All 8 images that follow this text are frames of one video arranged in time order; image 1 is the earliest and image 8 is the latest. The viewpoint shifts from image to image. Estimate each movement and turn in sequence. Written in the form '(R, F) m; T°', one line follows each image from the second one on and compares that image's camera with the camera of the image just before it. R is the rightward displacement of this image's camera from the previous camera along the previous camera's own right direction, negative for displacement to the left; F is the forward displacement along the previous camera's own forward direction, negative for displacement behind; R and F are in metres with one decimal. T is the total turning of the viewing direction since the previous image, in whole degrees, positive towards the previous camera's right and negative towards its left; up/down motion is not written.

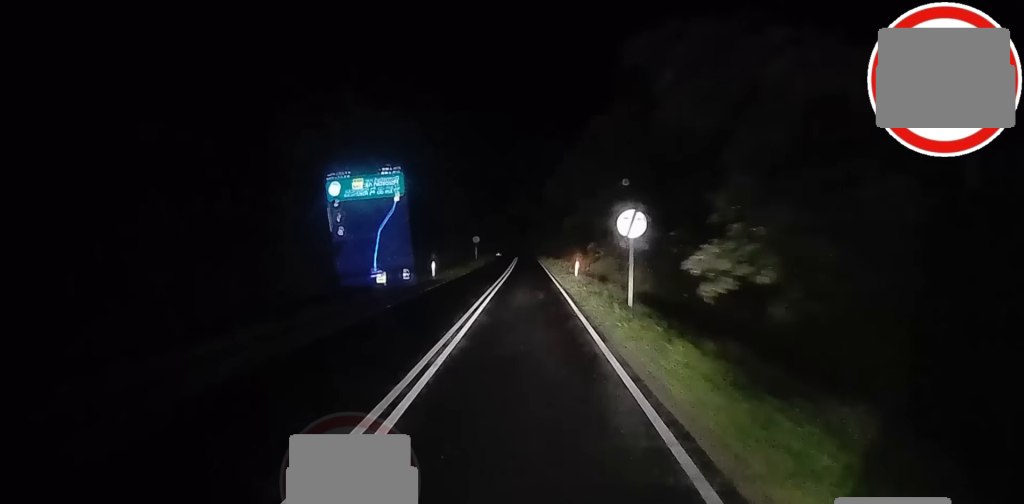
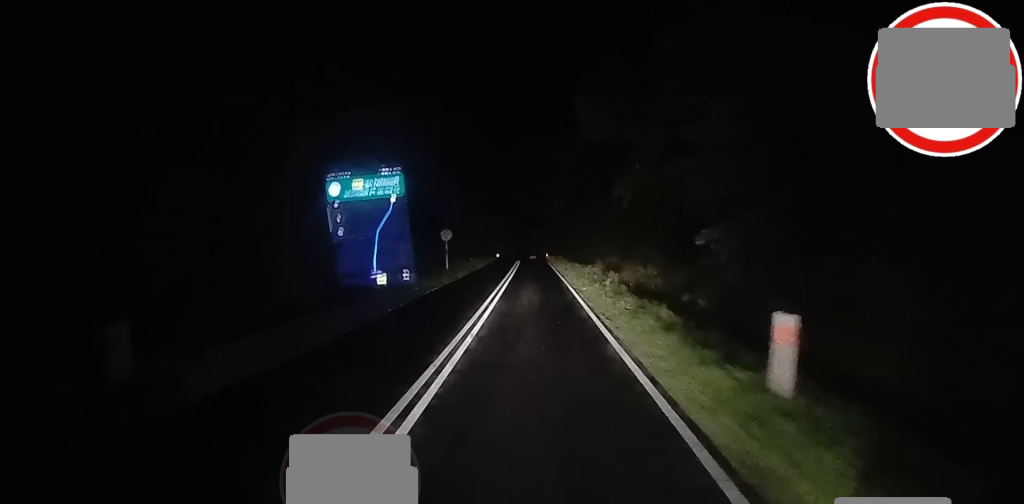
(+0.2, +27.5) m; -1°
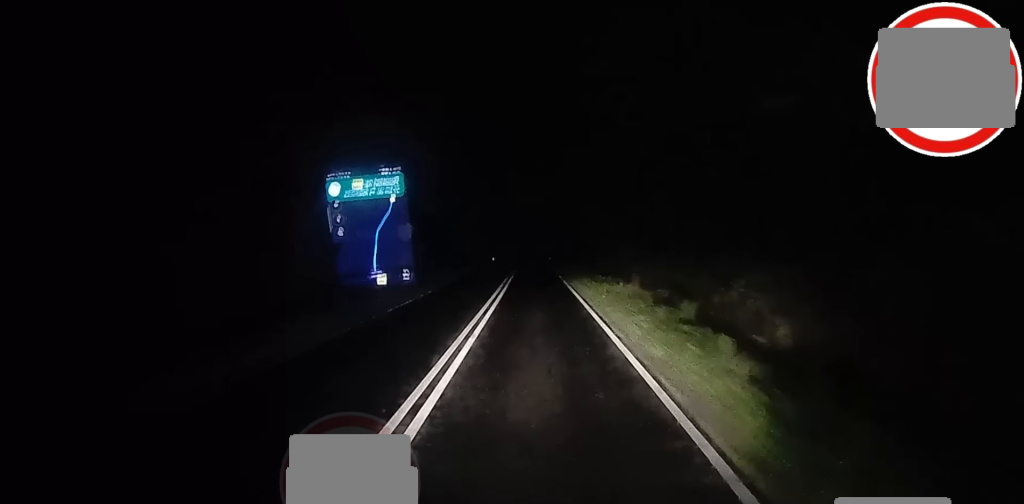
(-0.3, +12.8) m; -1°
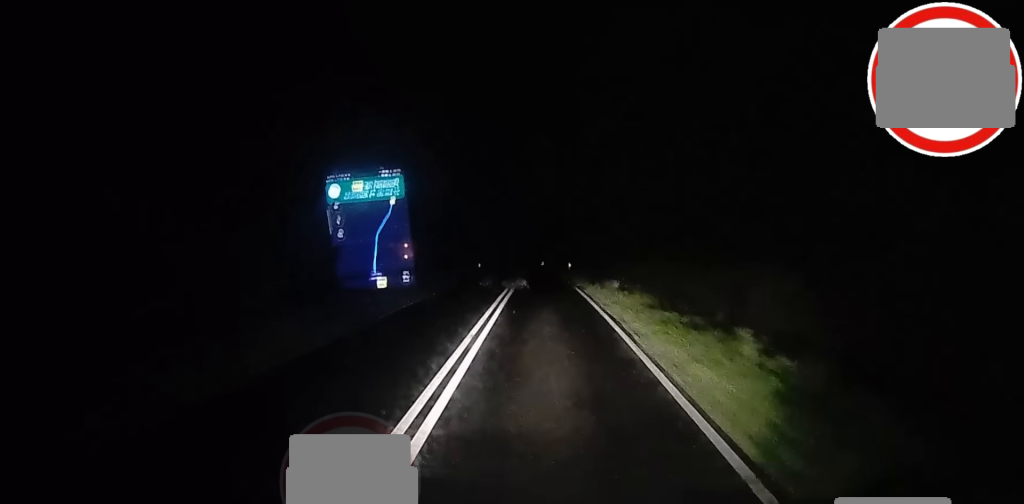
(-0.1, +31.7) m; 0°
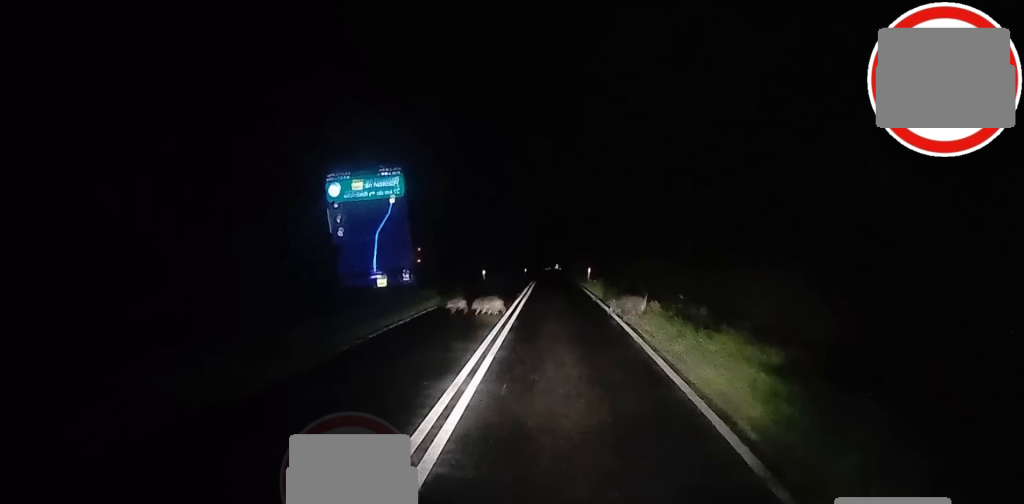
(-0.1, +7.9) m; +1°
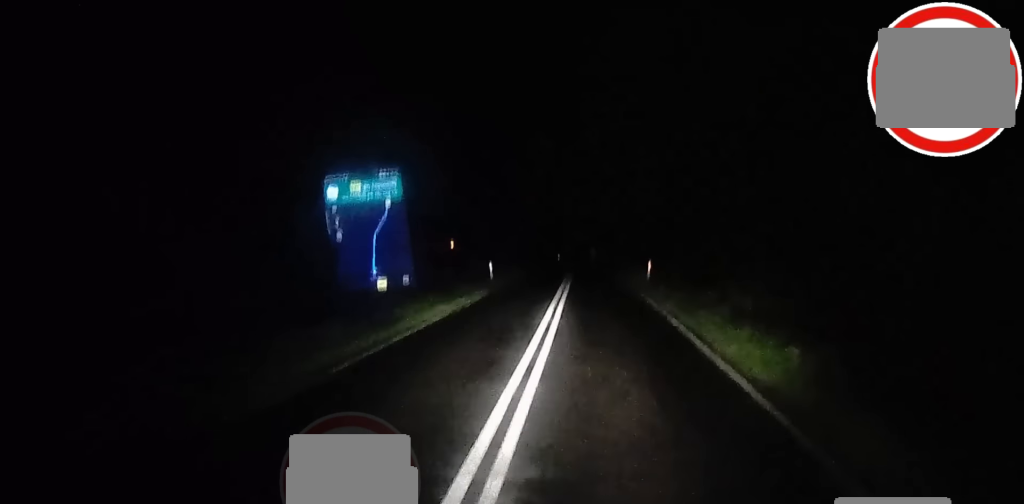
(+0.2, +16.3) m; +1°
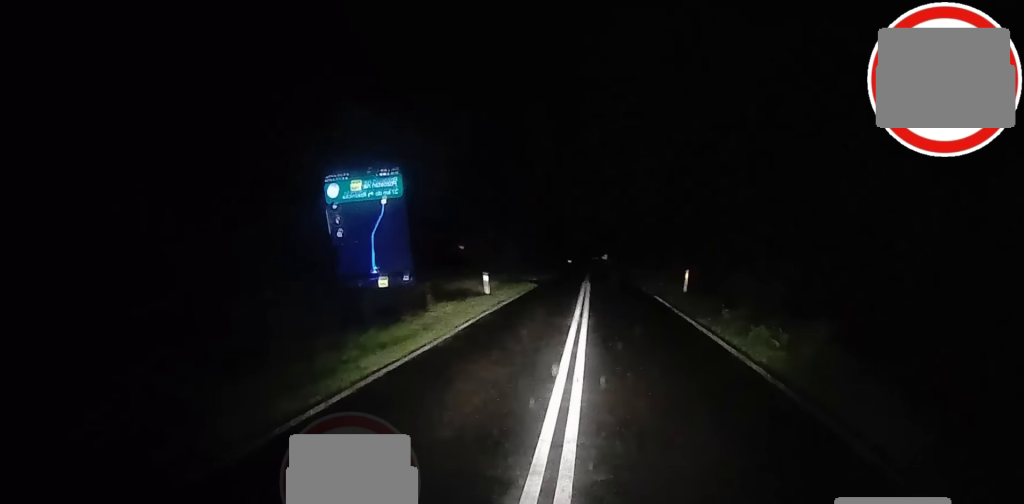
(+0.1, +7.5) m; 0°
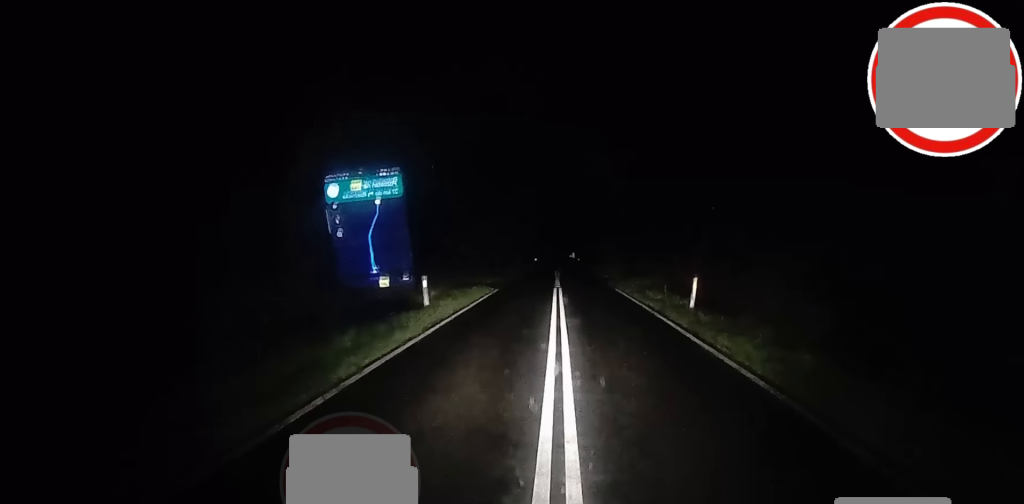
(-0.1, +6.5) m; 0°
